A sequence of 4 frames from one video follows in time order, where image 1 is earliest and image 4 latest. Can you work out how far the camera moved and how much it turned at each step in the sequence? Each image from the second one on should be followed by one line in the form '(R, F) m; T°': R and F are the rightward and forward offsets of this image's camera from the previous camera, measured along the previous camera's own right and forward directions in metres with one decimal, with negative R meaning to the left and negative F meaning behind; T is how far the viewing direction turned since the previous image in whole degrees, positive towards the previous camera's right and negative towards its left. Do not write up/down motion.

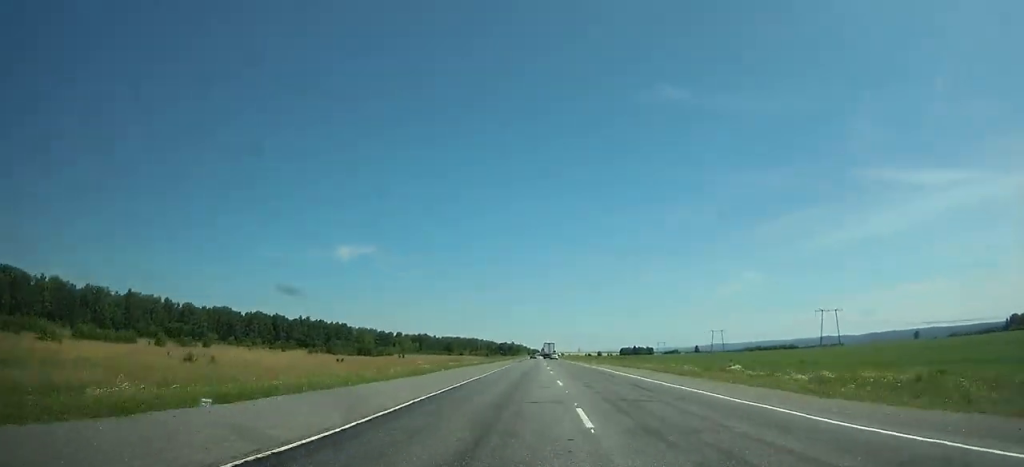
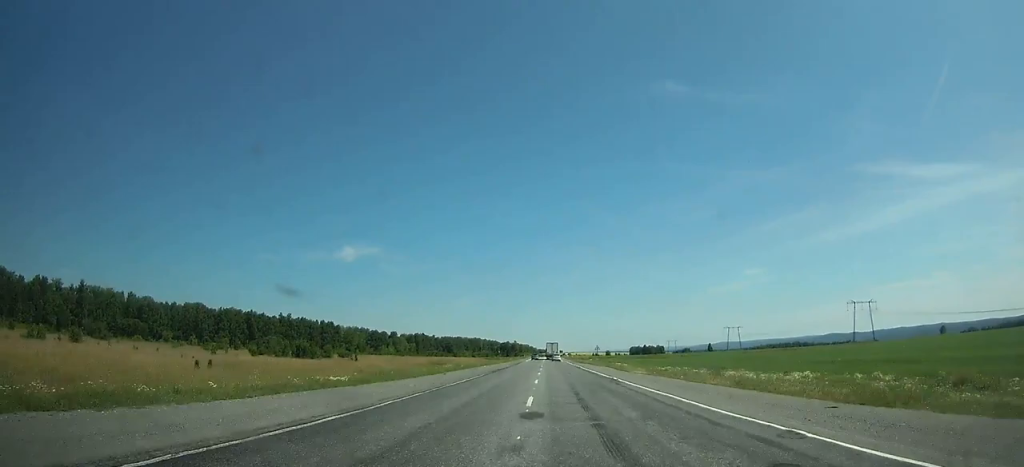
(+0.4, +43.9) m; 0°
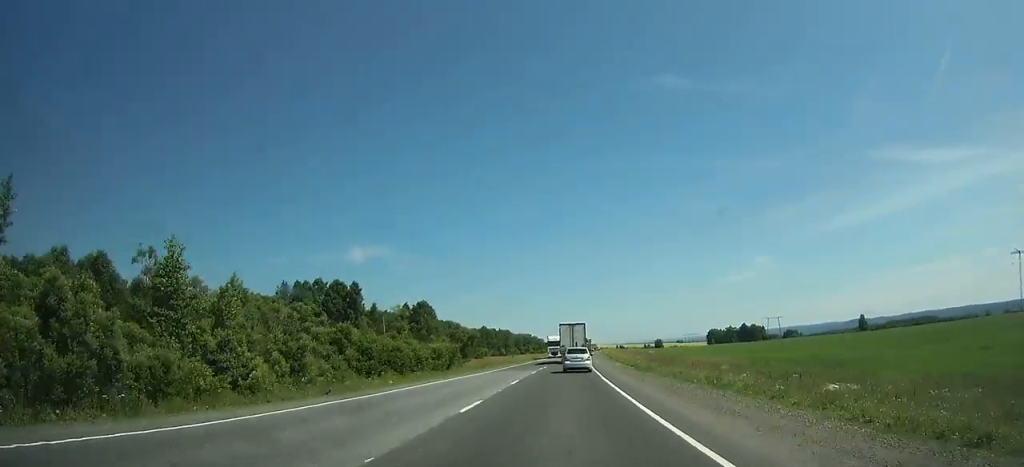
(-5.3, +476.0) m; +1°
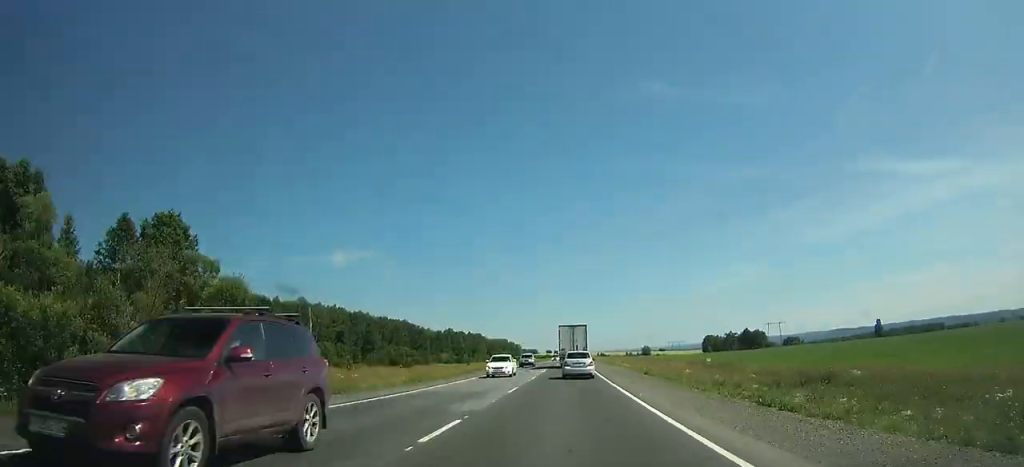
(+1.2, +64.8) m; +1°
